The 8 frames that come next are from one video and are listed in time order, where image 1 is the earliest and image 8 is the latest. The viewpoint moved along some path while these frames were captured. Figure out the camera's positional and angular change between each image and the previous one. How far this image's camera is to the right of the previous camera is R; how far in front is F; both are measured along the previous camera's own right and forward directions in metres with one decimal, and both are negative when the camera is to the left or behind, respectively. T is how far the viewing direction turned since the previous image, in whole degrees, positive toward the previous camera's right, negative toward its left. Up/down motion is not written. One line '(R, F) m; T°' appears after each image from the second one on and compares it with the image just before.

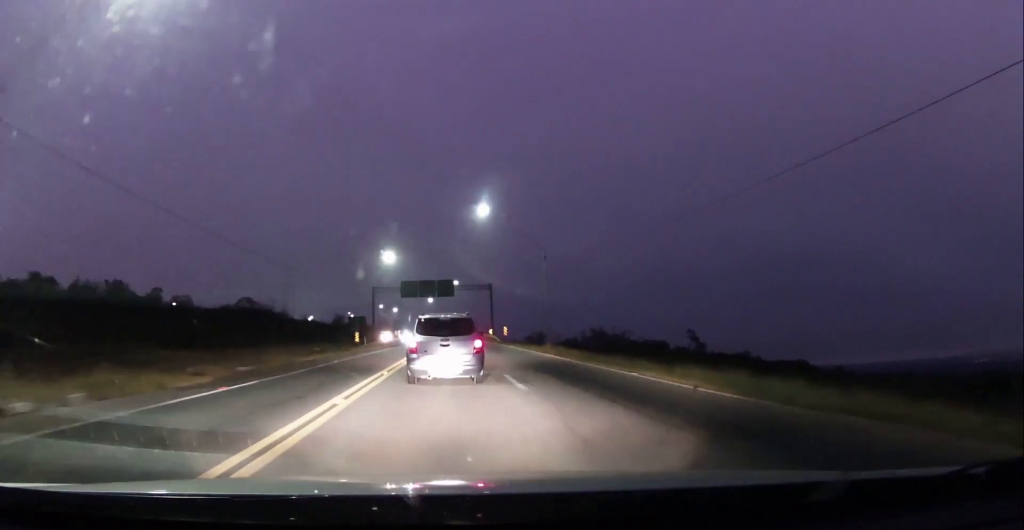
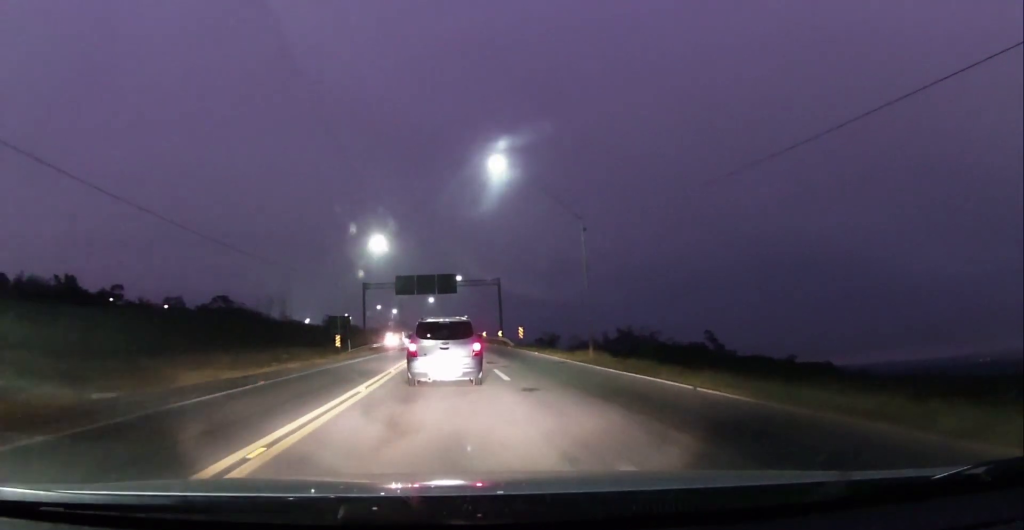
(0.0, +12.8) m; -1°
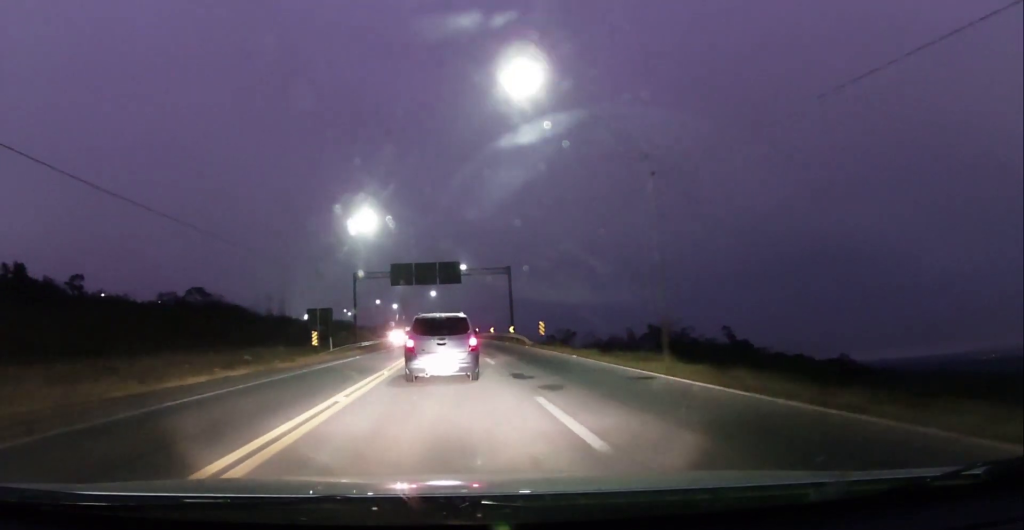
(-0.2, +10.6) m; -1°
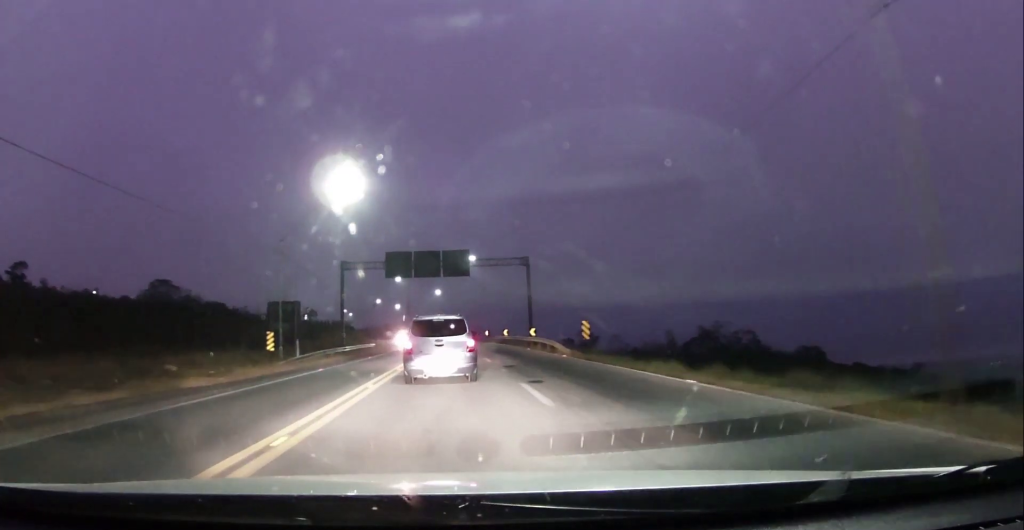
(0.0, +12.4) m; 0°
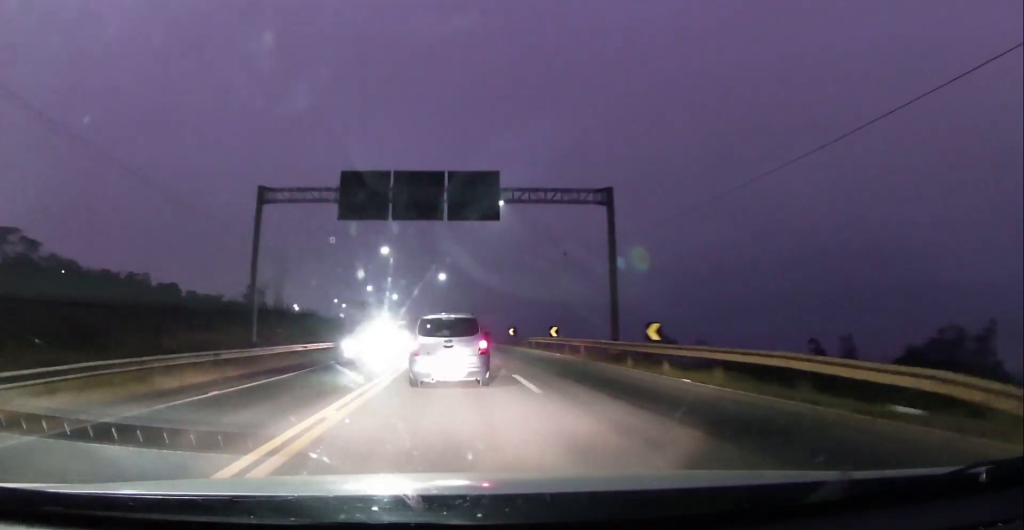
(0.0, +29.8) m; -1°
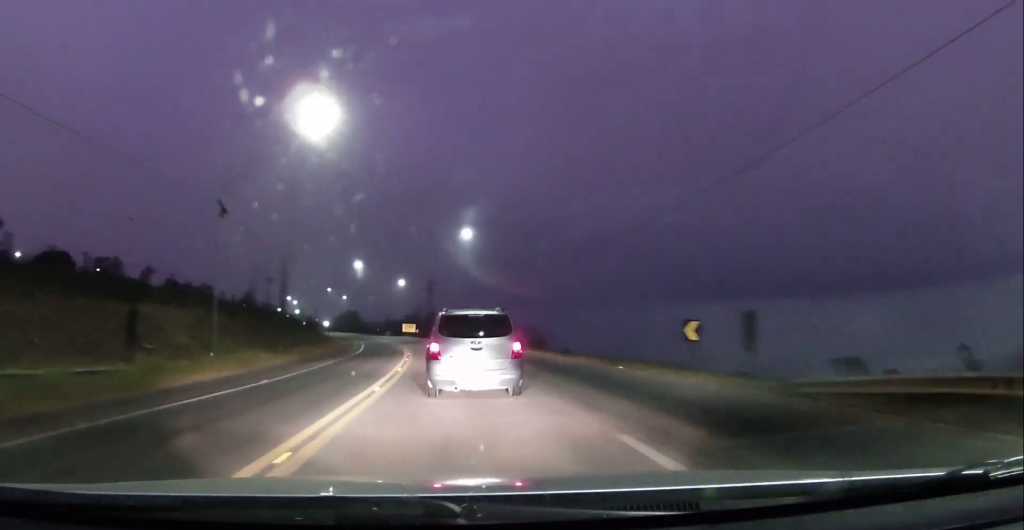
(-0.5, +44.2) m; -1°
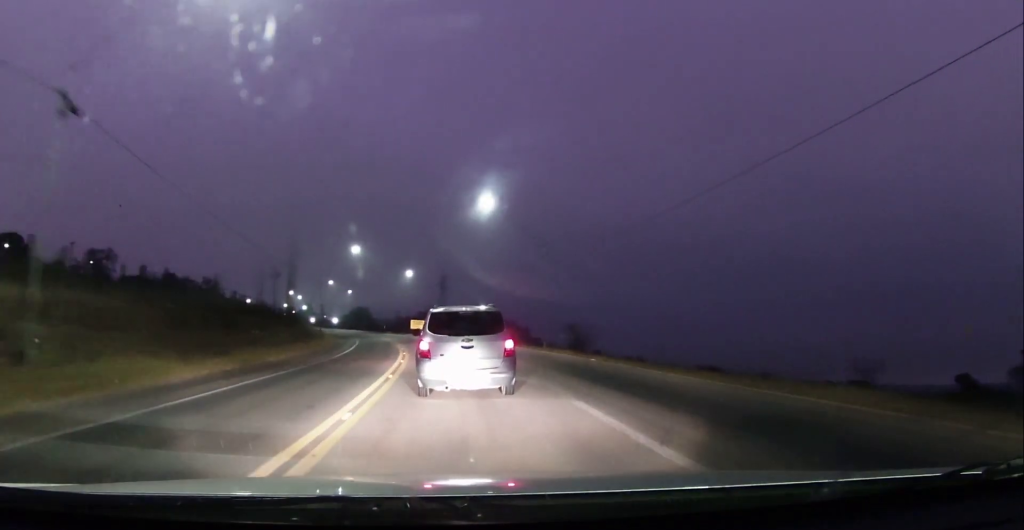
(-0.4, +13.2) m; -2°
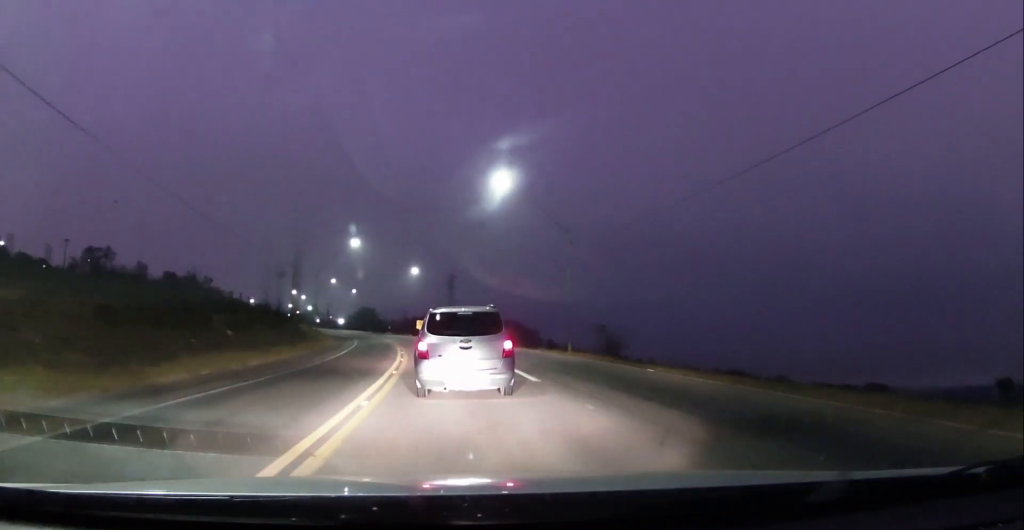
(0.0, +6.5) m; 0°
